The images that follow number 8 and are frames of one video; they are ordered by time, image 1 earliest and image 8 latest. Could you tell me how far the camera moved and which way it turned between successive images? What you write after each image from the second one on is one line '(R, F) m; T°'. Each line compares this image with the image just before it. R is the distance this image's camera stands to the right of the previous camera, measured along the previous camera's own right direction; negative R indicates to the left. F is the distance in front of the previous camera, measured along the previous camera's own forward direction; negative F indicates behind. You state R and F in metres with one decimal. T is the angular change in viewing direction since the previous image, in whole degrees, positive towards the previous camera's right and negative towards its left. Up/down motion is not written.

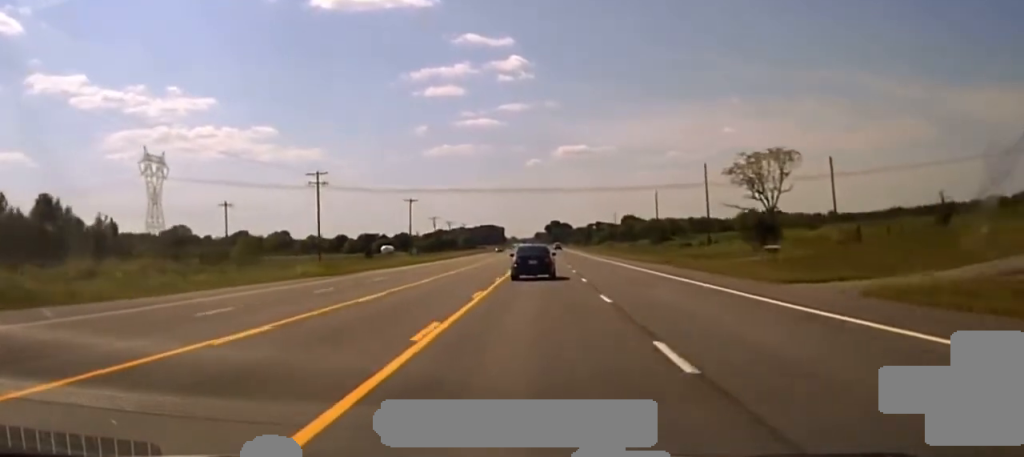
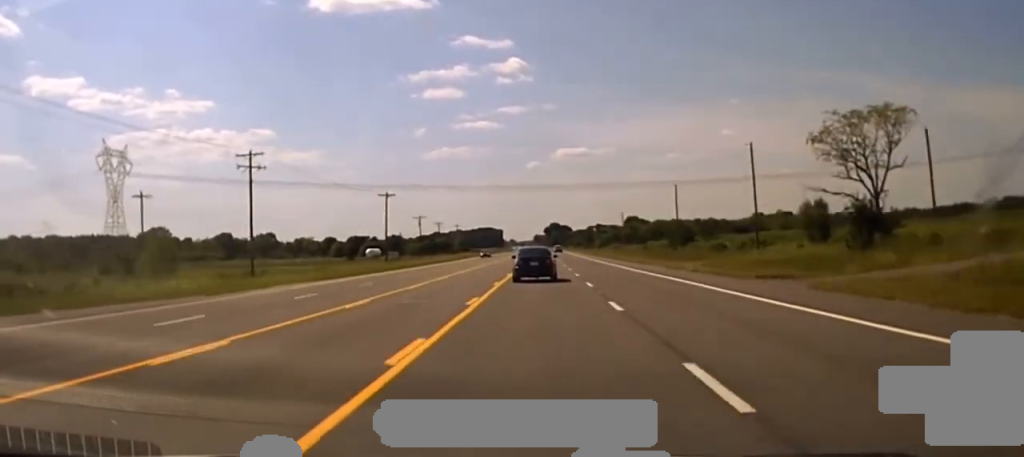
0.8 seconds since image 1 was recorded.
(0.0, +28.9) m; 0°
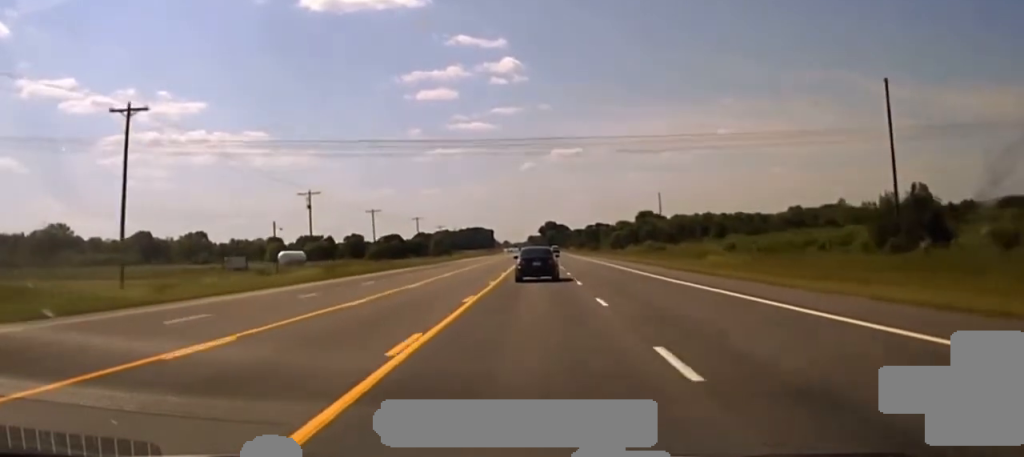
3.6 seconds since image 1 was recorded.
(+0.4, +92.2) m; +1°
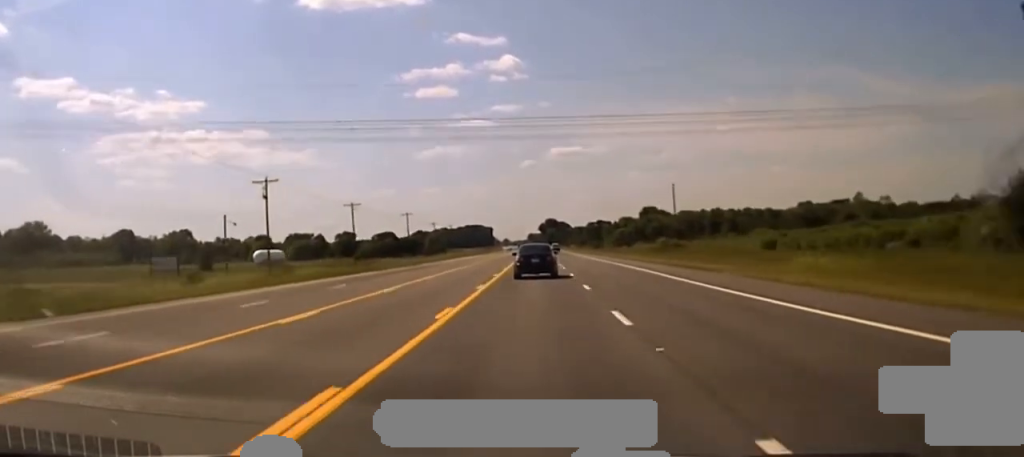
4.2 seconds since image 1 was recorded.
(+0.1, +15.8) m; 0°
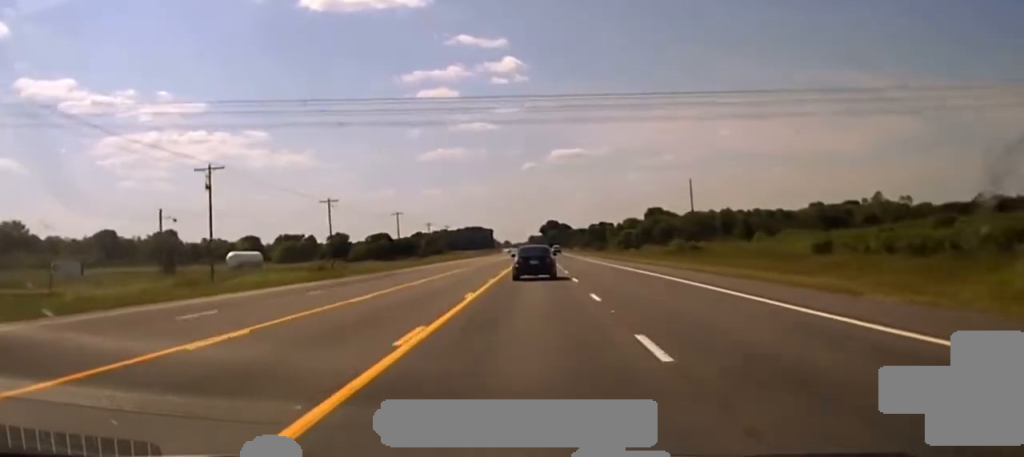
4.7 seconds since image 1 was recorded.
(0.0, +14.9) m; 0°
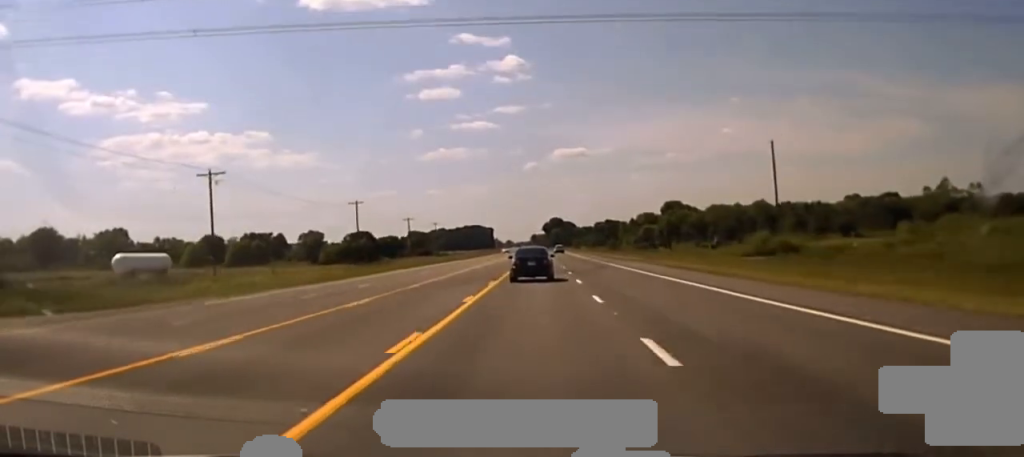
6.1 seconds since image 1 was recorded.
(-0.4, +47.3) m; -1°
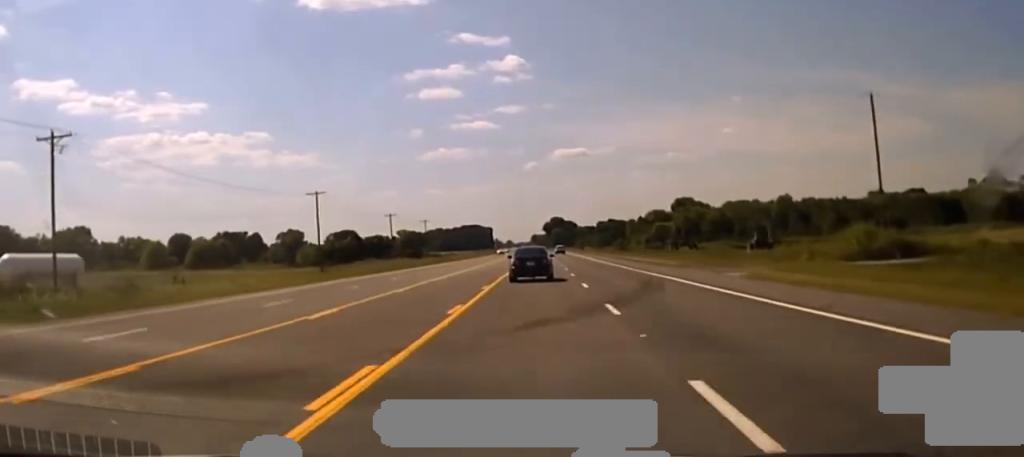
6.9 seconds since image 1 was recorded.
(0.0, +30.8) m; 0°
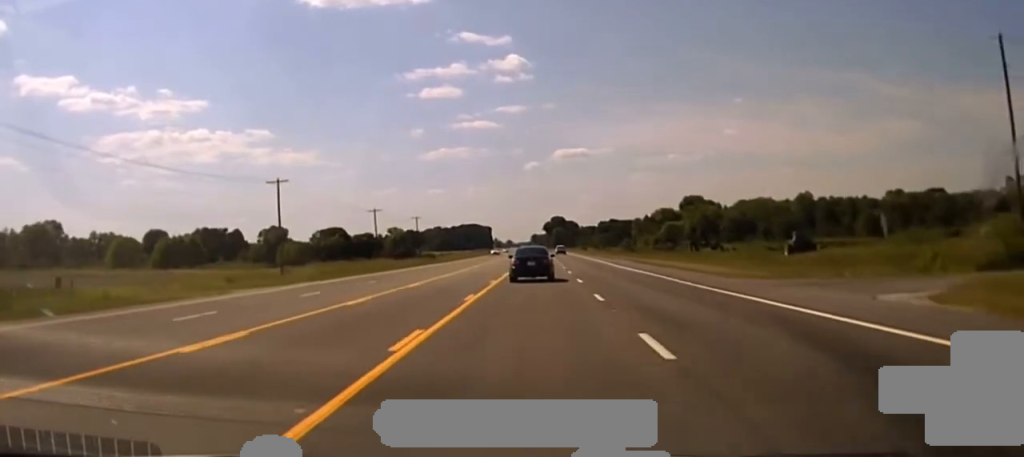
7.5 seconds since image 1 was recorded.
(0.0, +23.0) m; 0°
